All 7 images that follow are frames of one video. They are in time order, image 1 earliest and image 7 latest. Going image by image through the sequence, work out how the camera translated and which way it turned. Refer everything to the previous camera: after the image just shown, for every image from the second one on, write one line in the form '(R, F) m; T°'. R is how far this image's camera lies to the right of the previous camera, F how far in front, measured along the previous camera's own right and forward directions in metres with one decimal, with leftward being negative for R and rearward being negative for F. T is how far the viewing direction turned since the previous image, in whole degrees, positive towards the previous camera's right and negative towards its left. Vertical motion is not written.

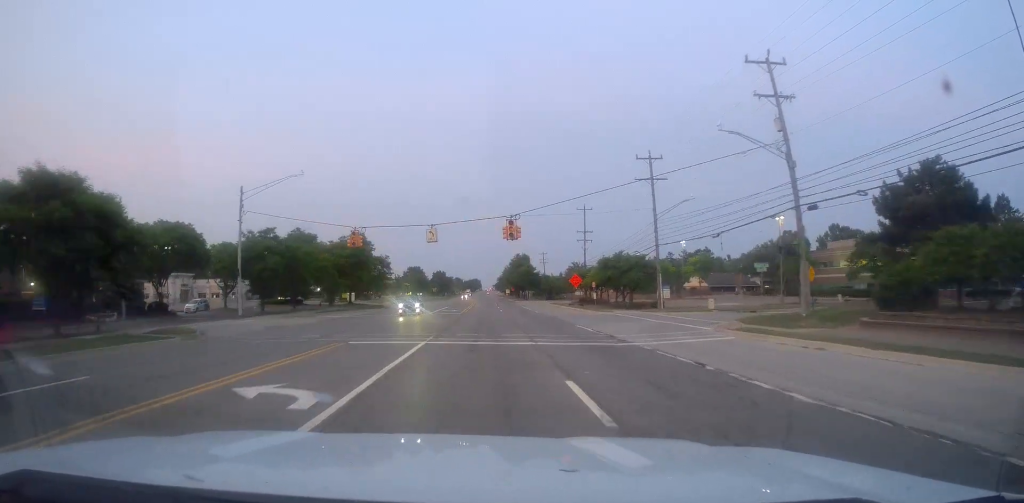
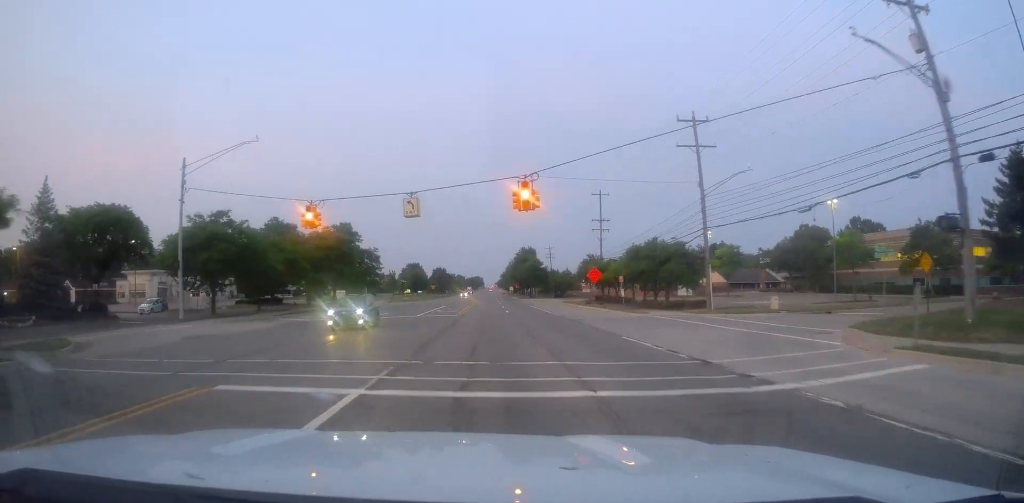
(-0.1, +11.2) m; 0°
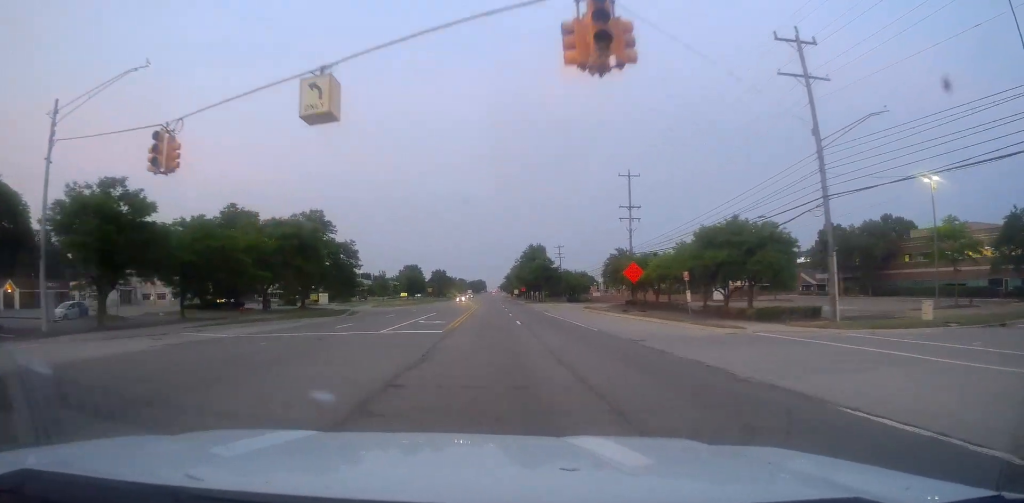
(+0.6, +15.3) m; 0°
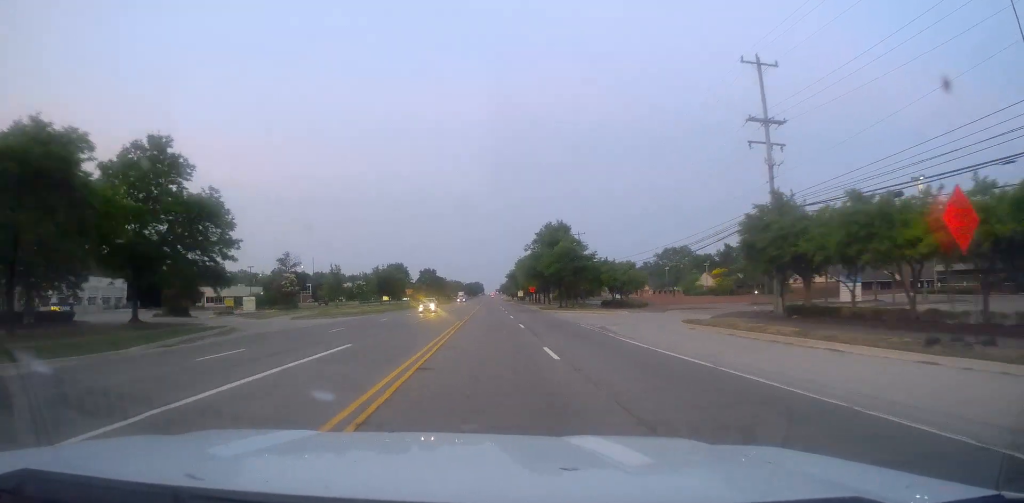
(-0.3, +34.1) m; +1°
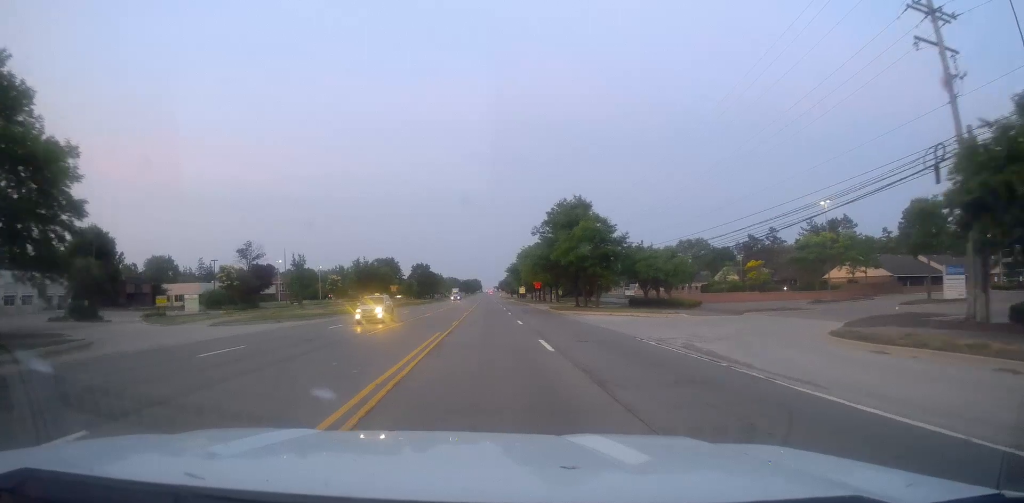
(+0.2, +15.2) m; 0°
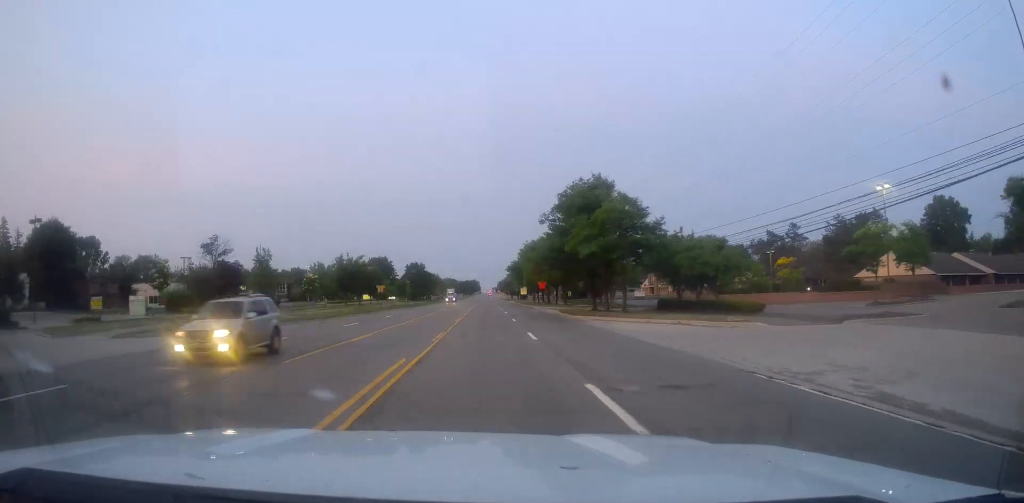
(-0.1, +10.3) m; -1°
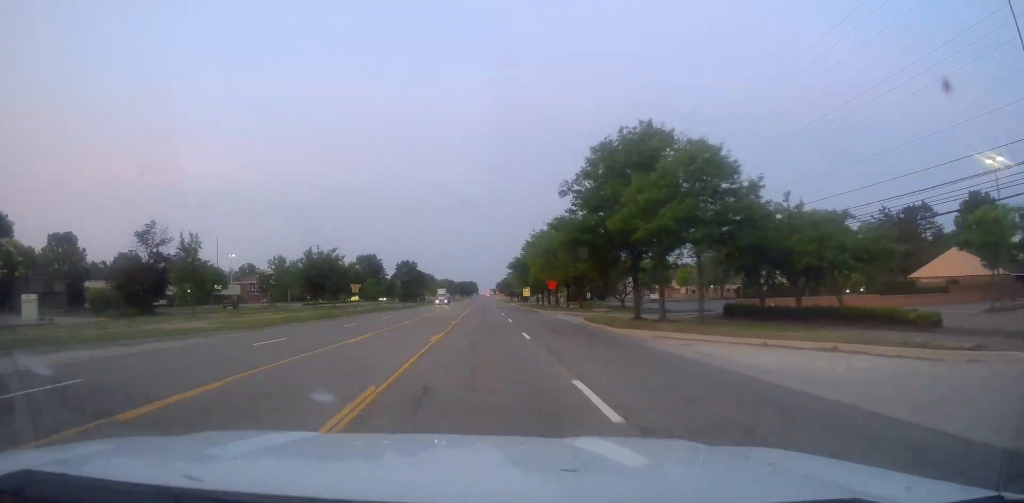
(-0.2, +14.5) m; 0°
